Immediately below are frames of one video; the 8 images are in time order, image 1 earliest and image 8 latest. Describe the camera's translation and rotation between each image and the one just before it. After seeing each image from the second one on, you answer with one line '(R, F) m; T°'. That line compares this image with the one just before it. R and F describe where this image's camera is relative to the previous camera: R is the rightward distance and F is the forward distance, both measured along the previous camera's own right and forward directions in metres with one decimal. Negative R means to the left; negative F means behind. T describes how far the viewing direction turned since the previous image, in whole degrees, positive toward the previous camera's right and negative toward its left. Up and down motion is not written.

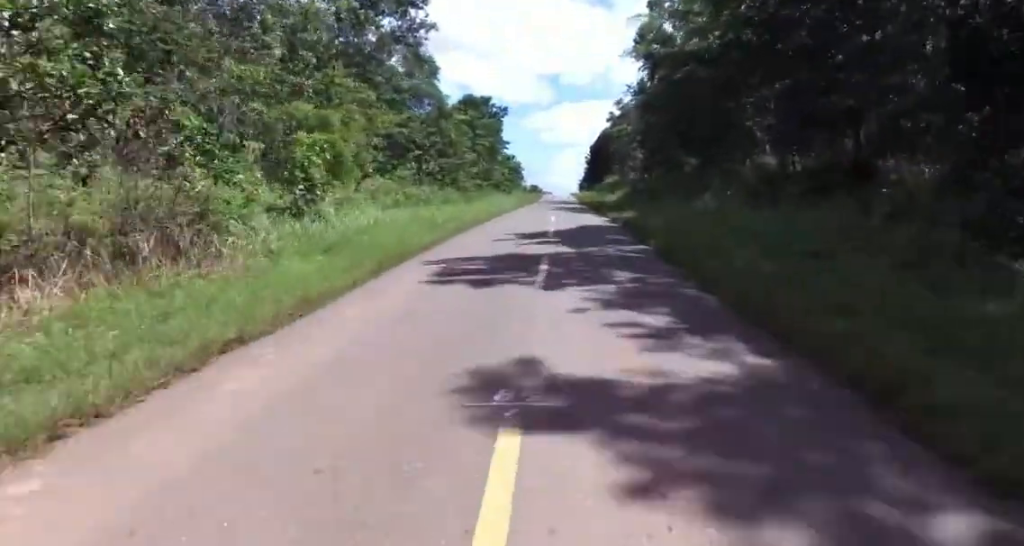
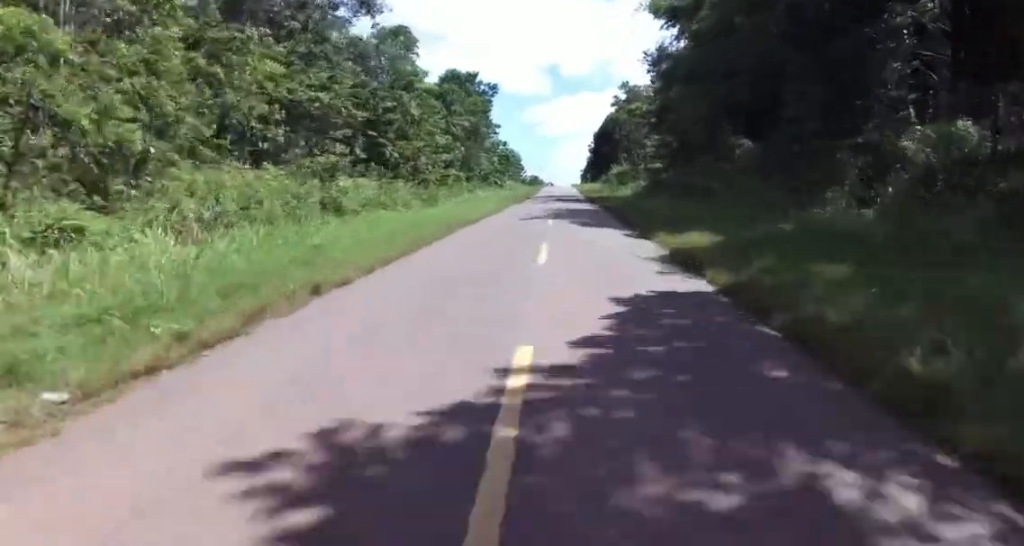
(-0.3, +14.1) m; -1°
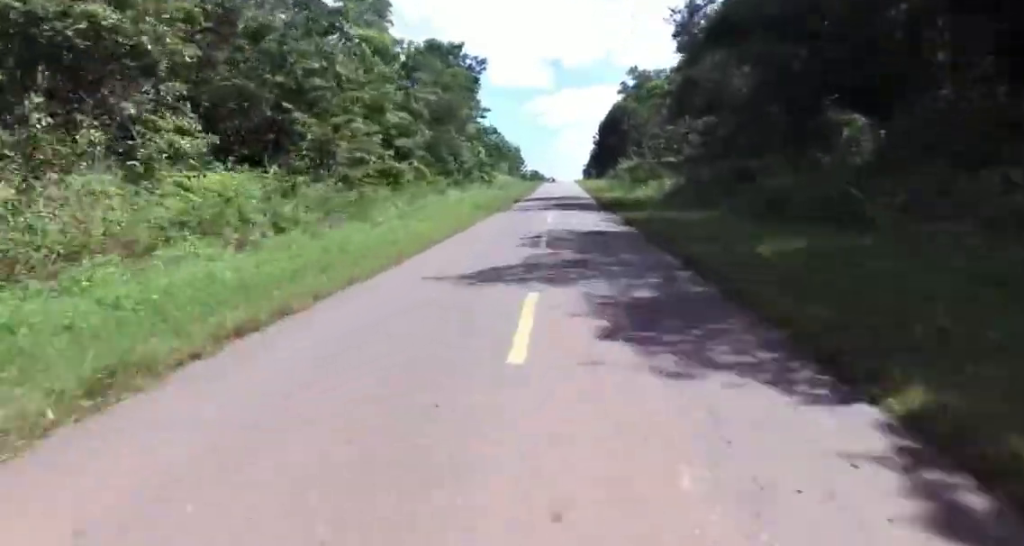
(+0.9, +14.2) m; -2°
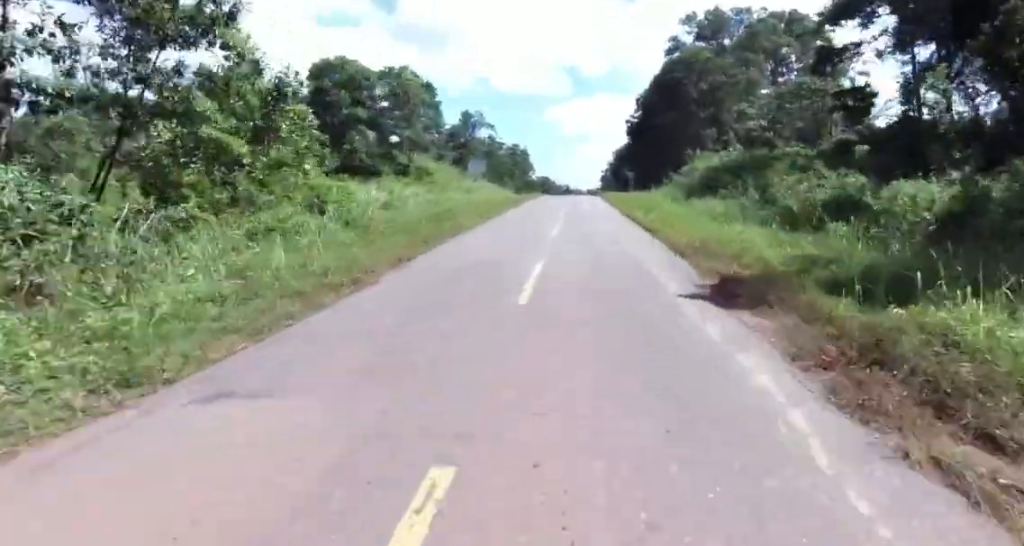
(-2.1, +52.9) m; 0°
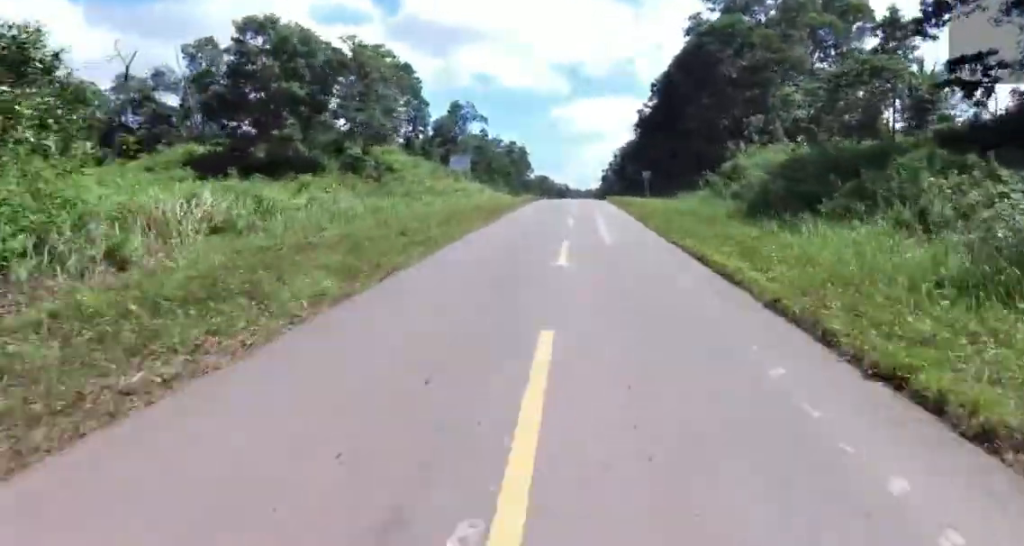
(0.0, +13.9) m; 0°
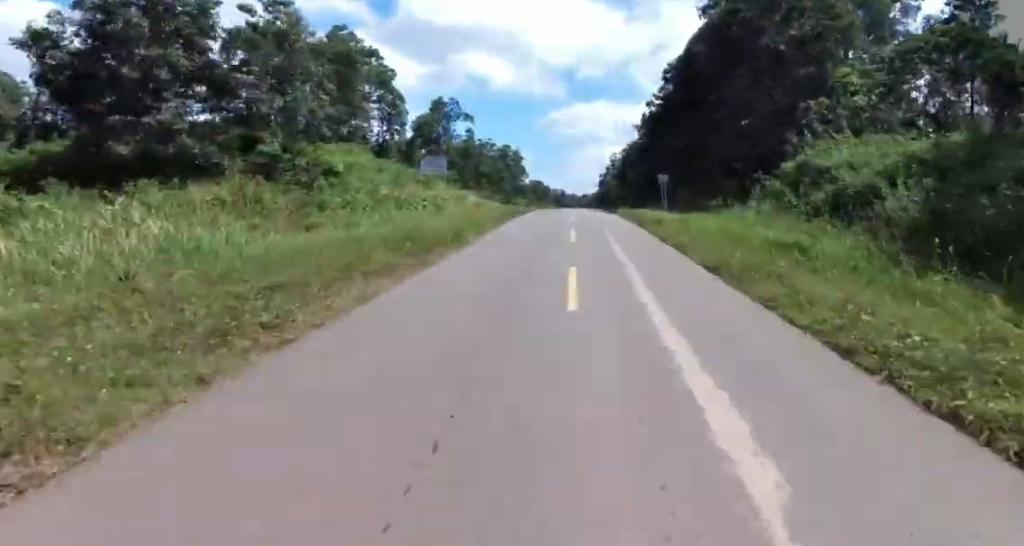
(0.0, +11.4) m; 0°
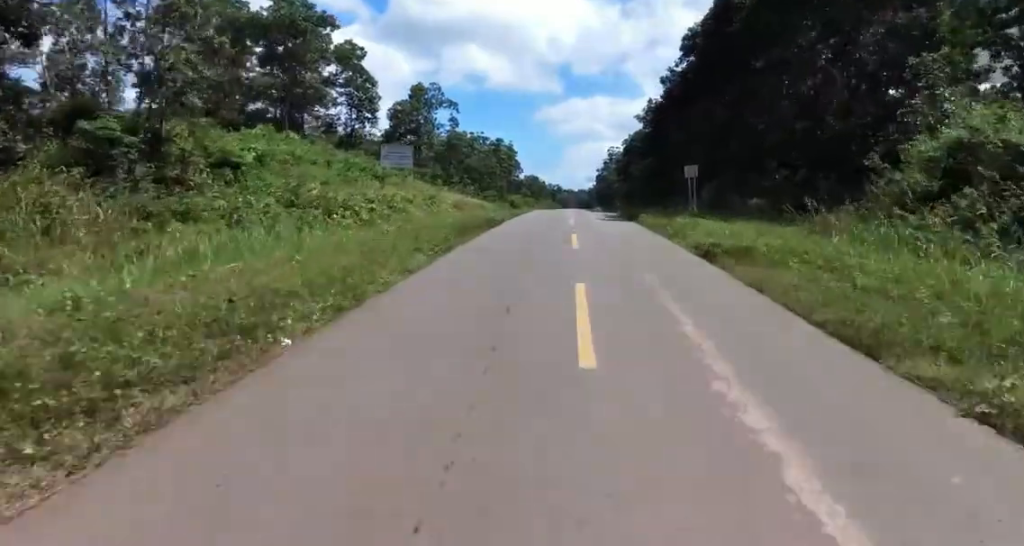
(0.0, +10.8) m; +1°
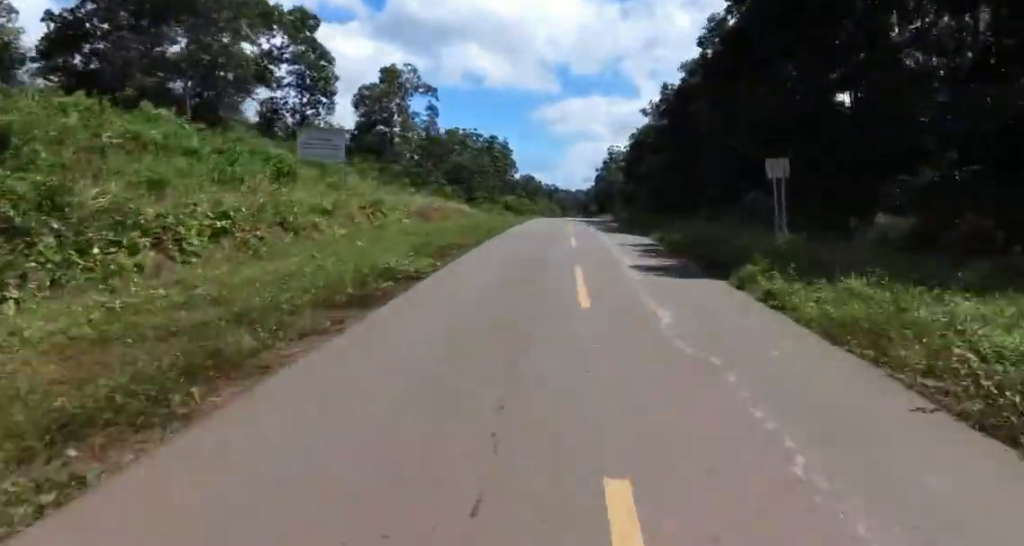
(-0.3, +14.5) m; +2°
